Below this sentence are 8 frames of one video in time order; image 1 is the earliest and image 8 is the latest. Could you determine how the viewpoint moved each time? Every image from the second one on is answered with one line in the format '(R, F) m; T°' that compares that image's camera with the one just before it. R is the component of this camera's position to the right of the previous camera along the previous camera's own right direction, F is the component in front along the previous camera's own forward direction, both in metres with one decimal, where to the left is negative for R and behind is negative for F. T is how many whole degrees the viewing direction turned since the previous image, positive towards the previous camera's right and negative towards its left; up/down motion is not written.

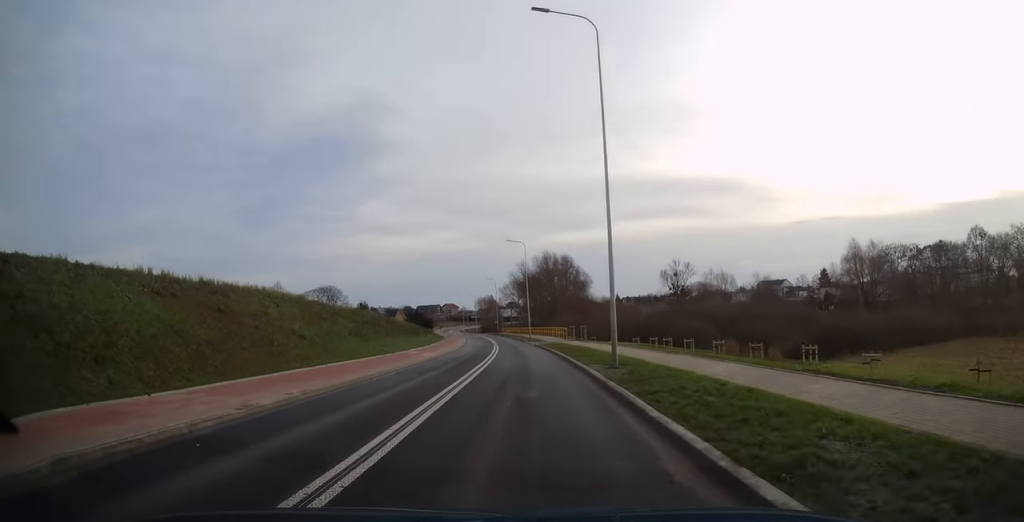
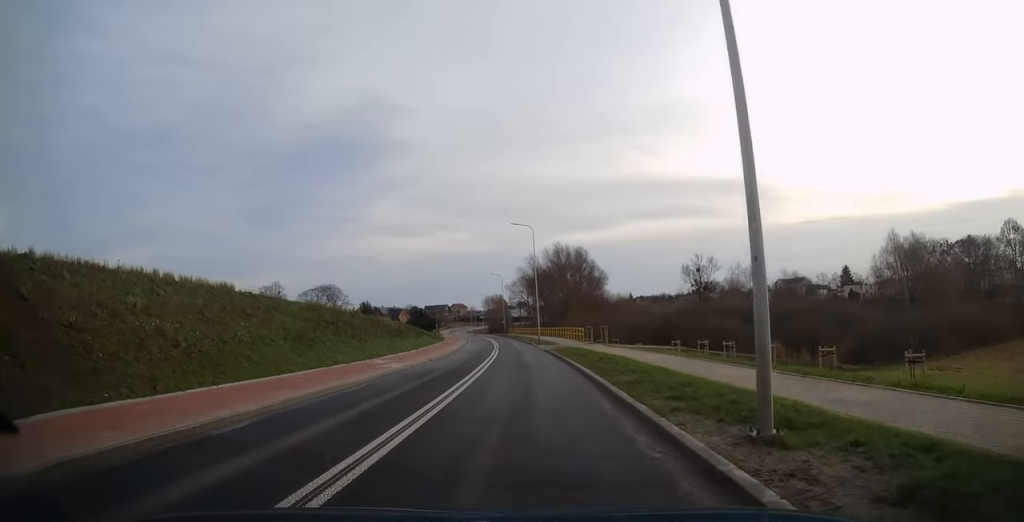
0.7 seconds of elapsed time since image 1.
(0.0, +11.3) m; 0°
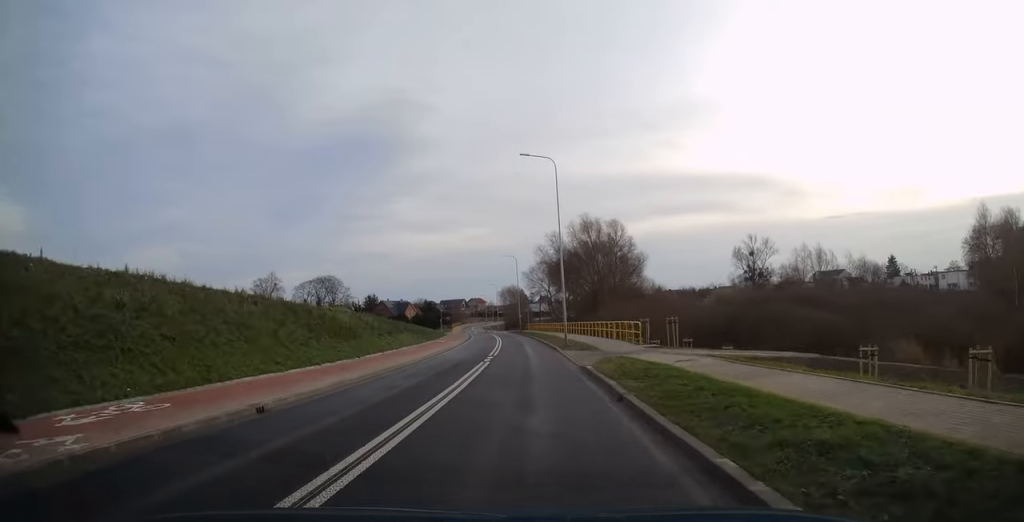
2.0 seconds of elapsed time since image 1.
(-0.2, +21.6) m; -2°
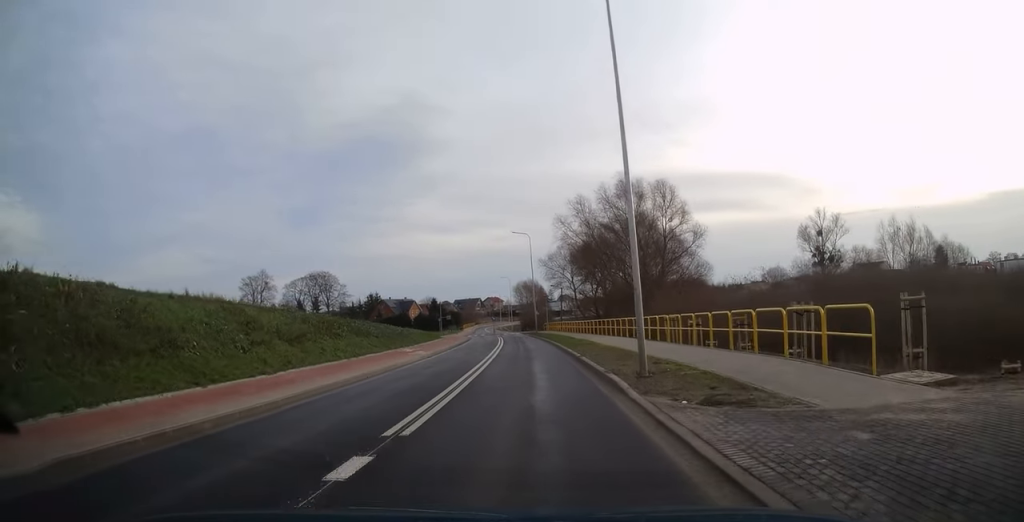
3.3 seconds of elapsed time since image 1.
(-0.8, +21.7) m; -3°
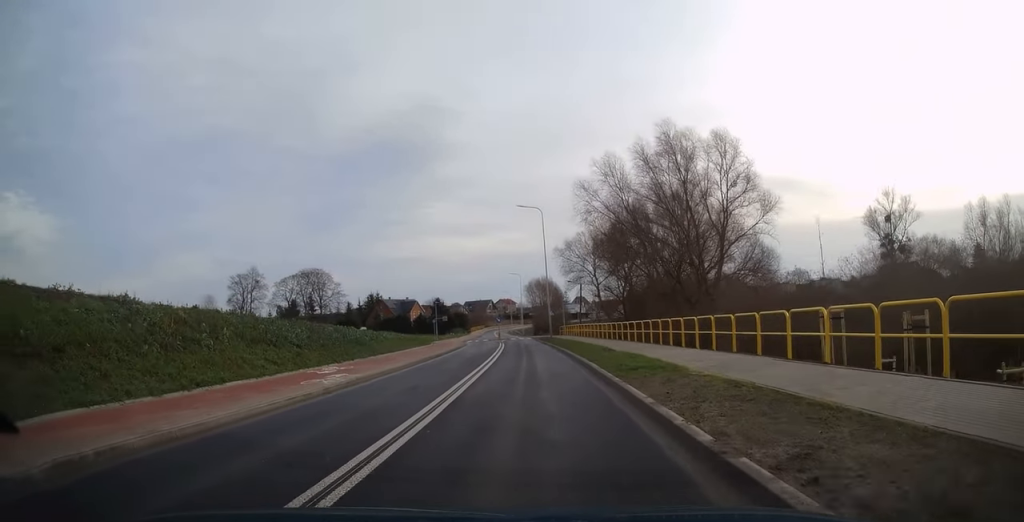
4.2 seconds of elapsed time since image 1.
(-0.2, +16.1) m; -1°
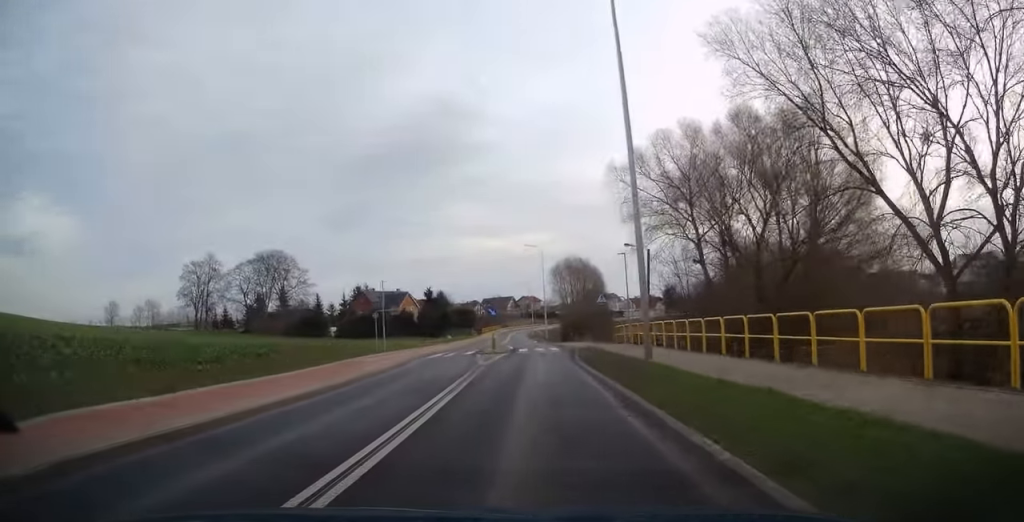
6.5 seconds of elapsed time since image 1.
(-0.7, +37.7) m; -3°
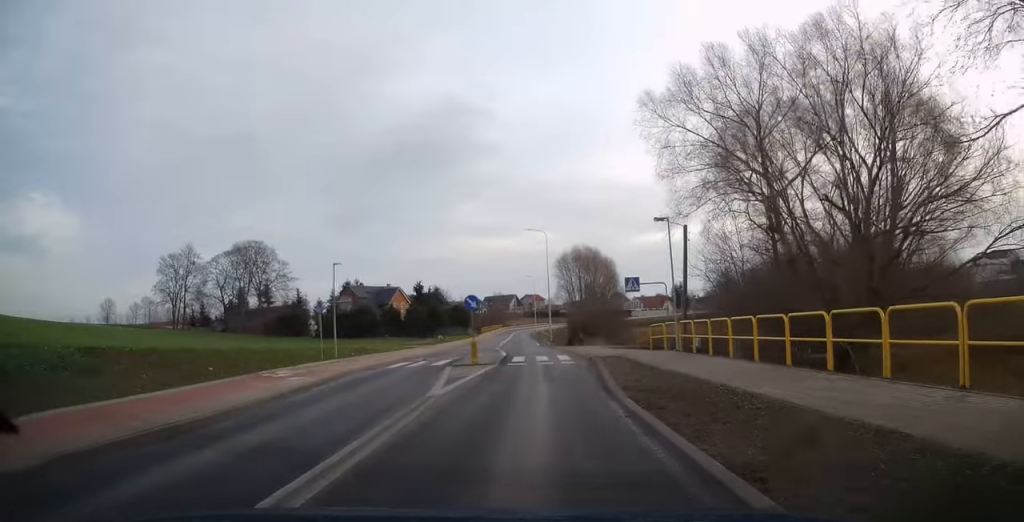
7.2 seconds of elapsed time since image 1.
(-0.1, +11.3) m; 0°
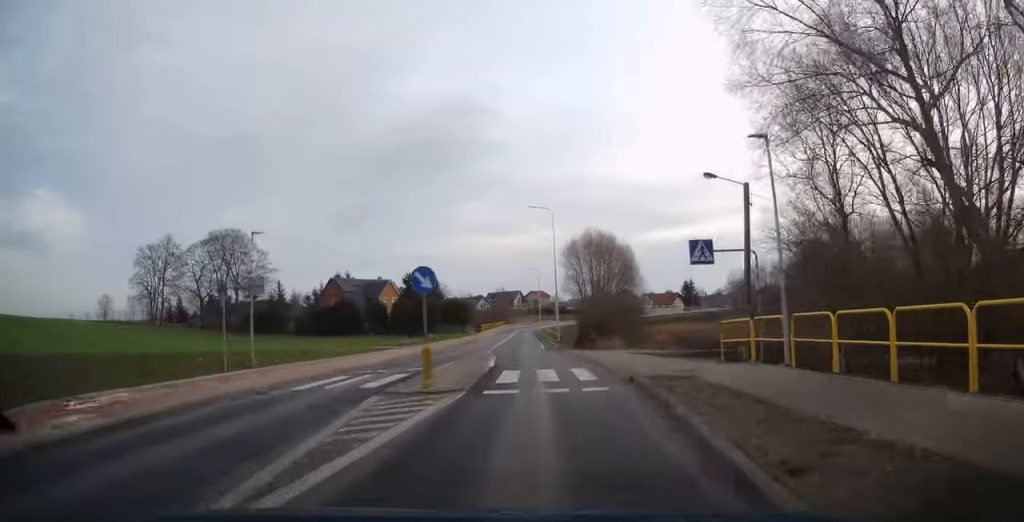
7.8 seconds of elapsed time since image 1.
(0.0, +10.4) m; 0°
